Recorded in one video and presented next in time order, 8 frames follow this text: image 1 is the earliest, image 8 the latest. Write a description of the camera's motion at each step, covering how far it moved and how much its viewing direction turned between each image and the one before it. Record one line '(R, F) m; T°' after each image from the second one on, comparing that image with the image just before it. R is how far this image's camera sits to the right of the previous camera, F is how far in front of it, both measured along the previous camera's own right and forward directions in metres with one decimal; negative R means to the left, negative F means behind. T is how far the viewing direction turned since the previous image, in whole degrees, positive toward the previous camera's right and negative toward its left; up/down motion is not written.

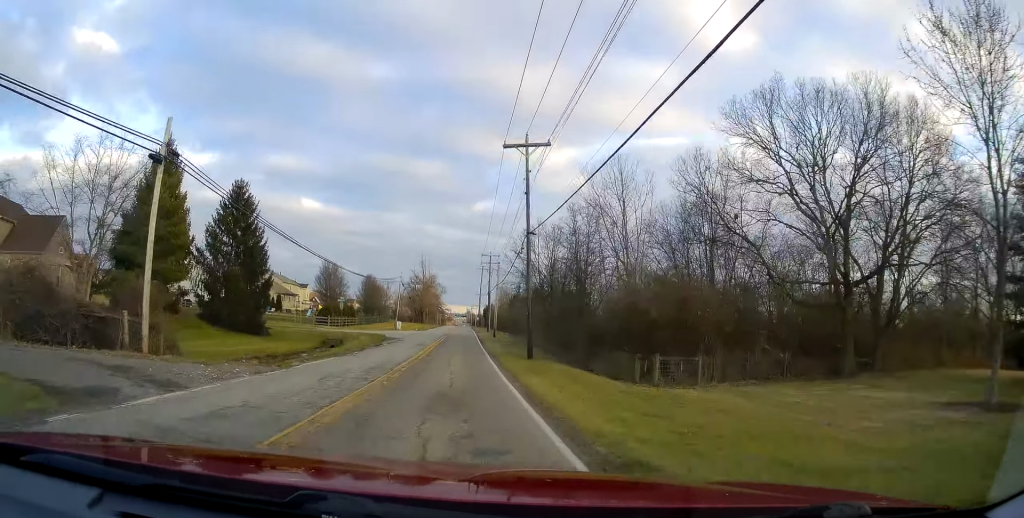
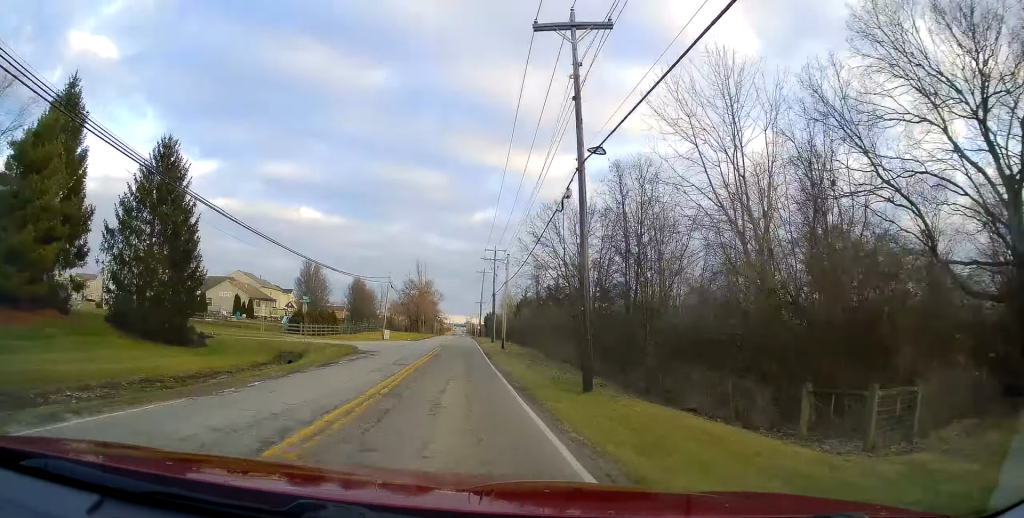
(+0.1, +13.0) m; 0°
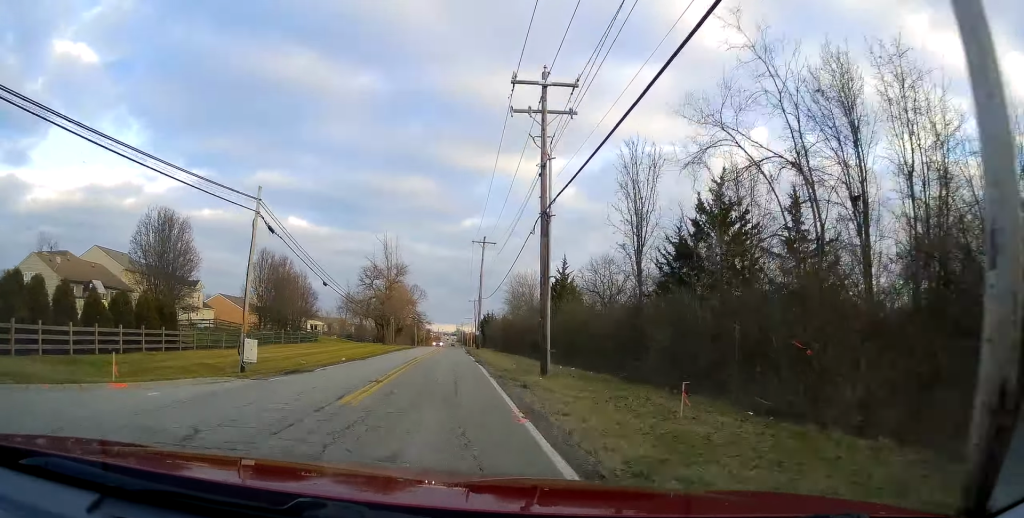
(+0.8, +45.1) m; 0°
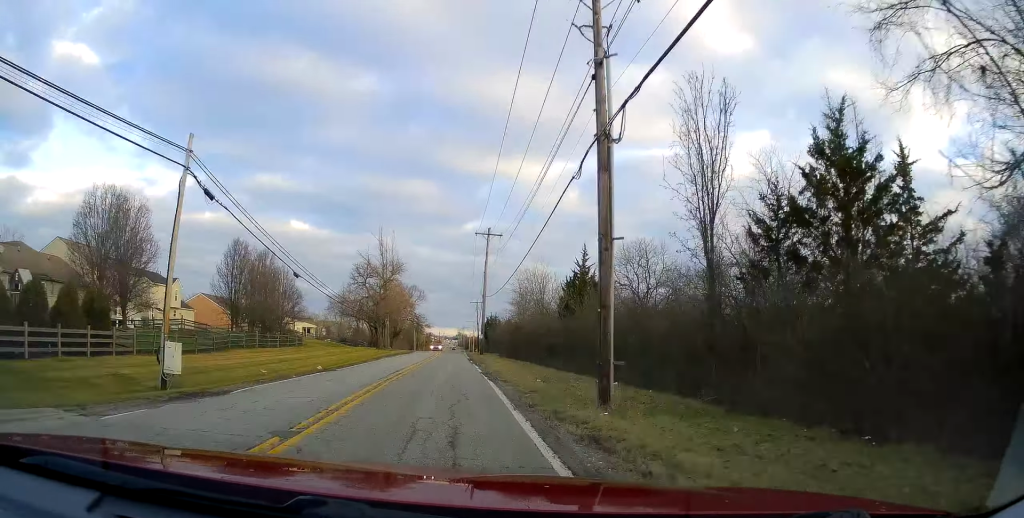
(-0.3, +8.2) m; -1°
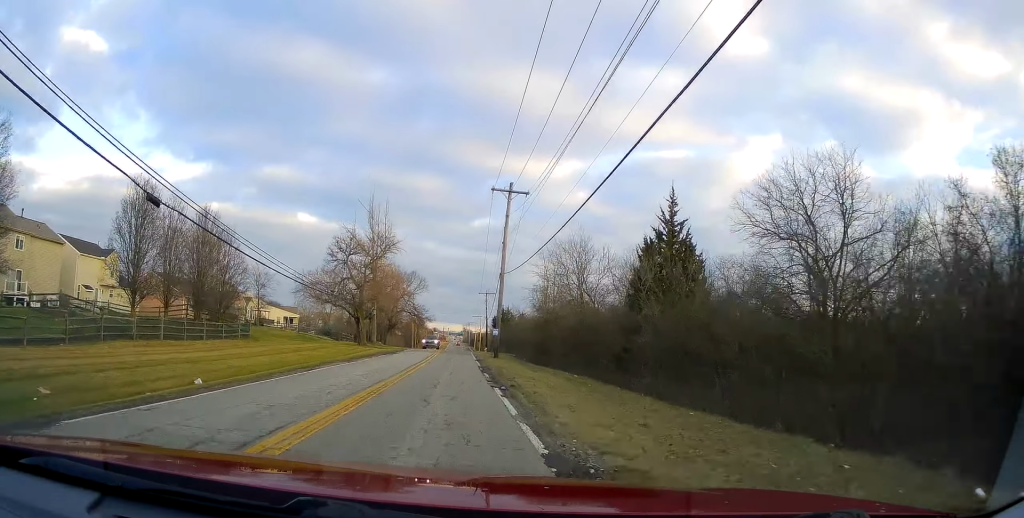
(0.0, +18.4) m; +2°
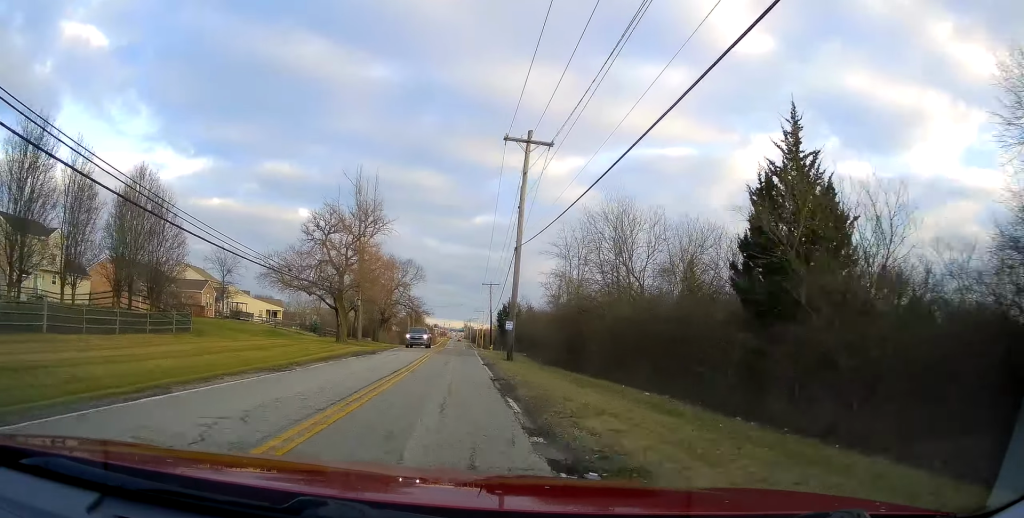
(+0.2, +11.4) m; 0°
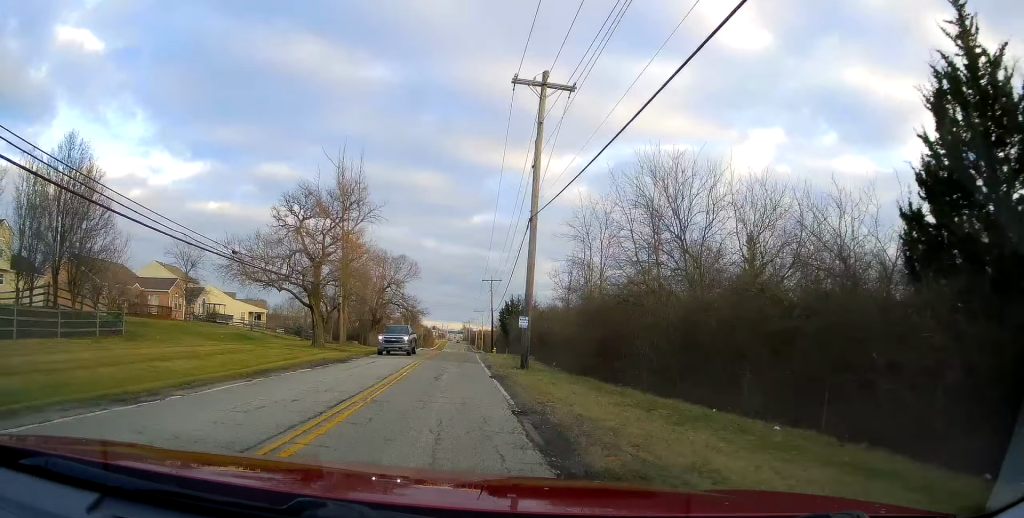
(+0.4, +8.2) m; -1°
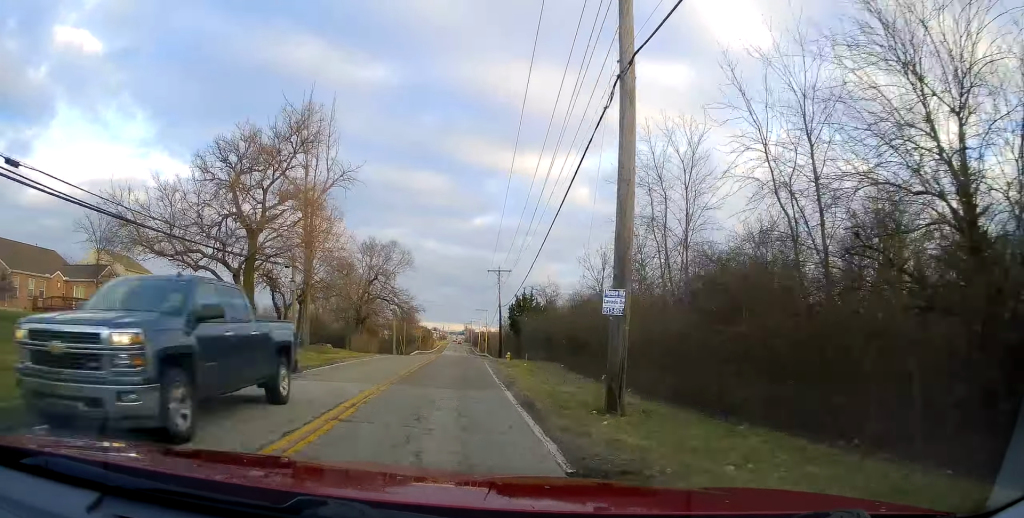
(-0.7, +14.6) m; -1°
